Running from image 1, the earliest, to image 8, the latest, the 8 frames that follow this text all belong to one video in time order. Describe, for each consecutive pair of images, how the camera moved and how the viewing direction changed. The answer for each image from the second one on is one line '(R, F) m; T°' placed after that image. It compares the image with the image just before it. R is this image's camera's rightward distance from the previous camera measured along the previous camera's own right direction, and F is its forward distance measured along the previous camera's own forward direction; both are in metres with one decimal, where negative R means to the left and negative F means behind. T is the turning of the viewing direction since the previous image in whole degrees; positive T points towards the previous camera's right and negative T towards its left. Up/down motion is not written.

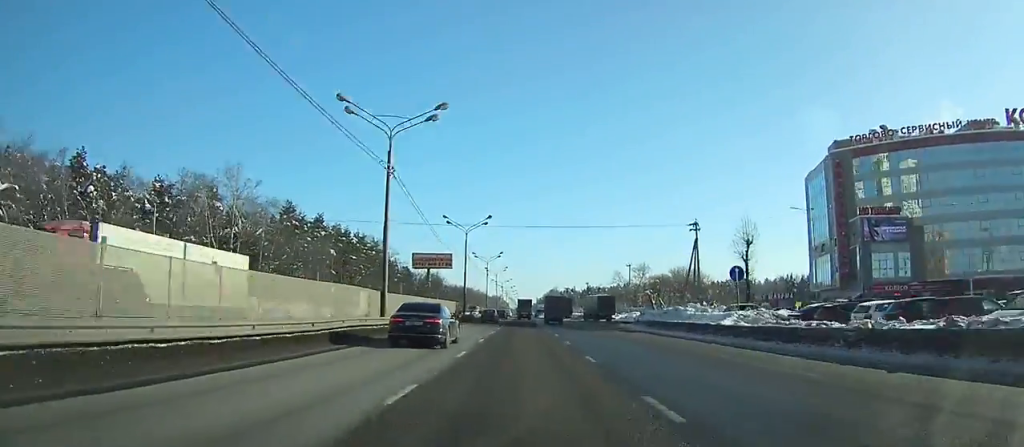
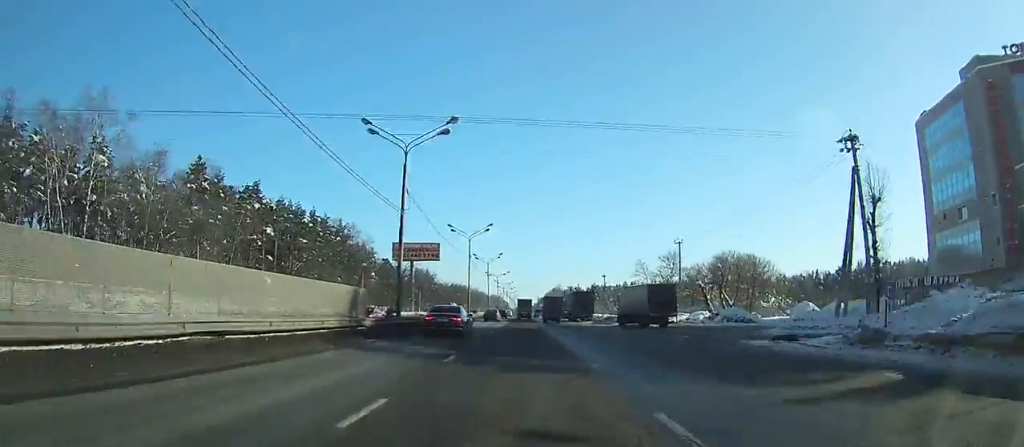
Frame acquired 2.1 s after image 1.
(0.0, +34.4) m; -1°
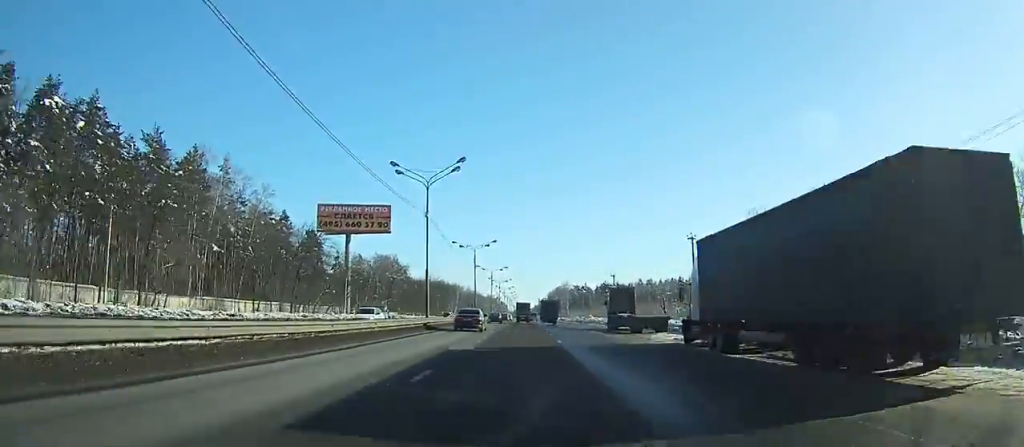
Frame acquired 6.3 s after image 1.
(-0.5, +69.6) m; +1°
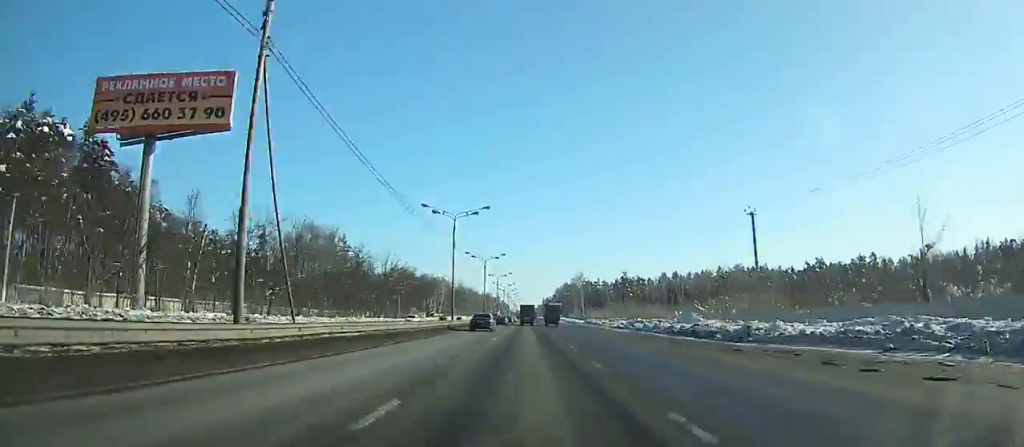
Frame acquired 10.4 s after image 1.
(+1.3, +71.9) m; 0°
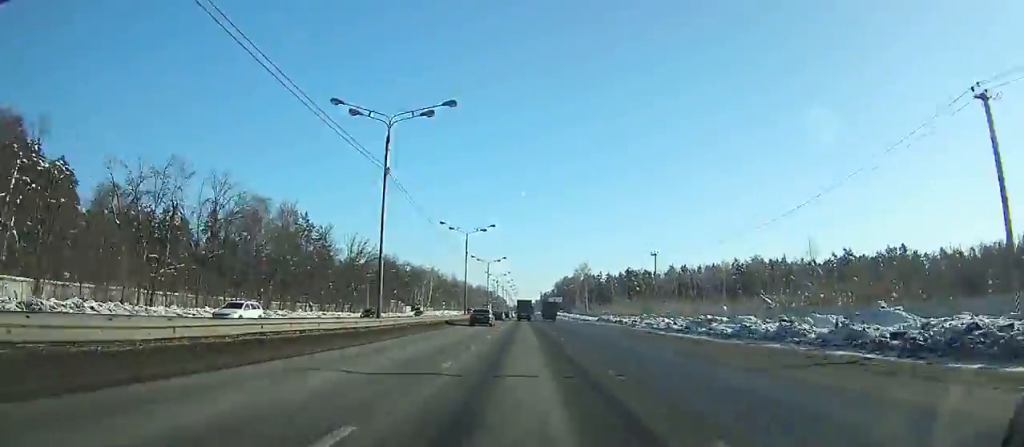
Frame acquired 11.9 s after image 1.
(-0.3, +26.4) m; -1°
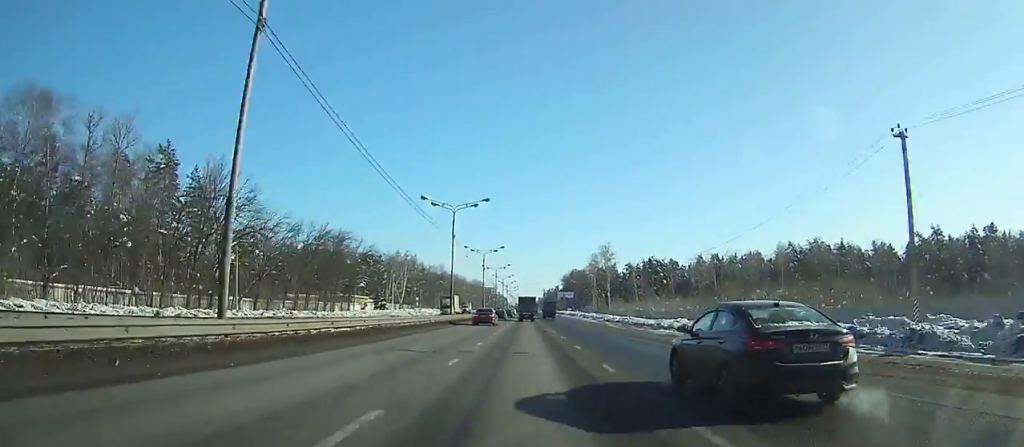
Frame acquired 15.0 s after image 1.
(0.0, +53.3) m; 0°
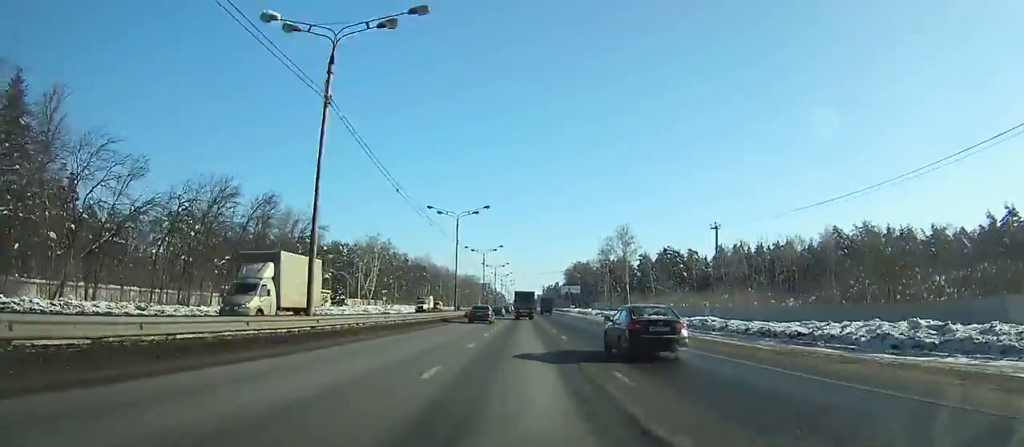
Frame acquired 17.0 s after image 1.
(+0.2, +32.7) m; 0°
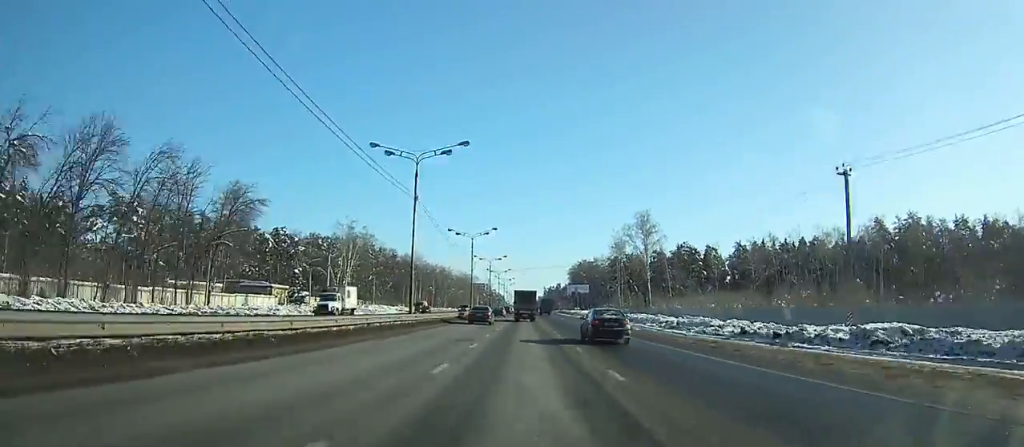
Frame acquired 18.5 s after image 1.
(0.0, +23.3) m; 0°
